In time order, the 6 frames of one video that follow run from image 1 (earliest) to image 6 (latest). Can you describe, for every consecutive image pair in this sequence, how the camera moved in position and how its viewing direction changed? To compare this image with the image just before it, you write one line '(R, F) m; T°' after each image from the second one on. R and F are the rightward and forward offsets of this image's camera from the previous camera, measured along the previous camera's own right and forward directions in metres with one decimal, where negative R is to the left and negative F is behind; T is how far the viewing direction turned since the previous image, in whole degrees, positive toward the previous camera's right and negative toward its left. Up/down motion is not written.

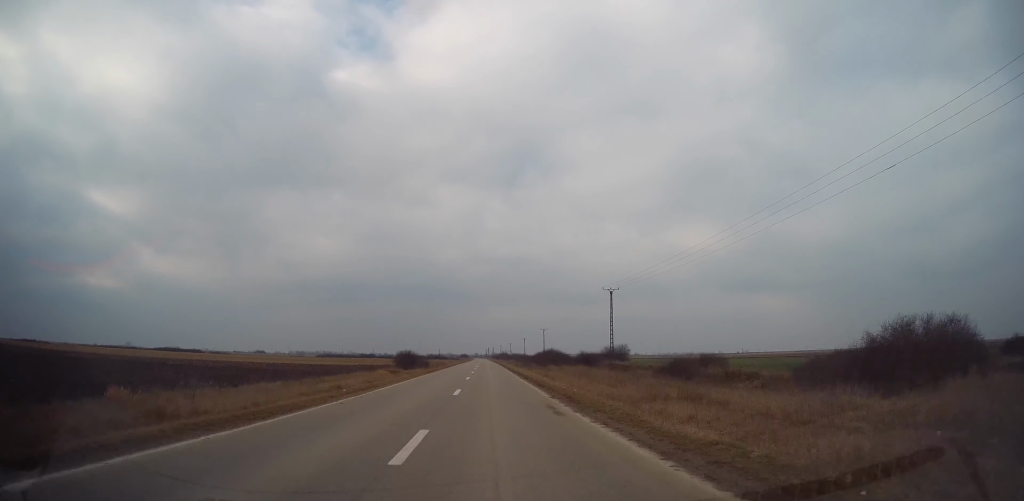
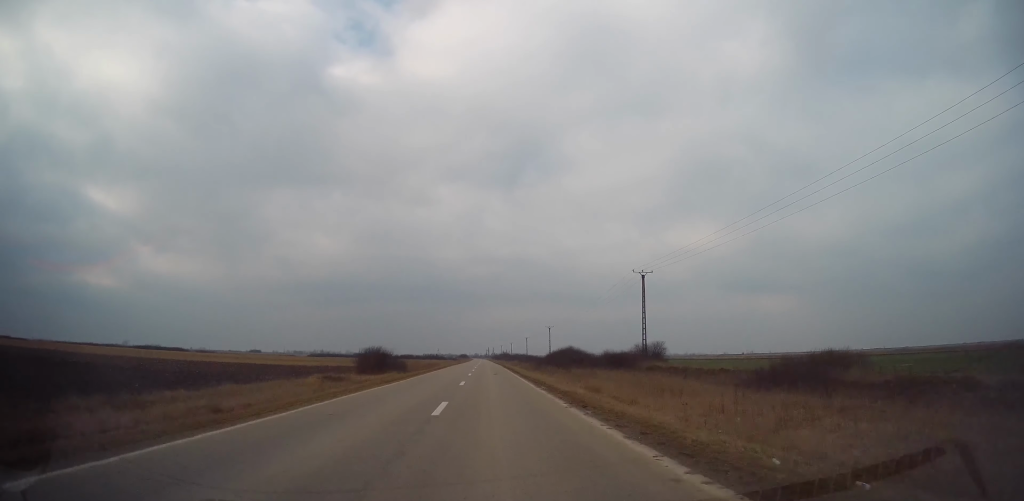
(0.0, +18.7) m; 0°
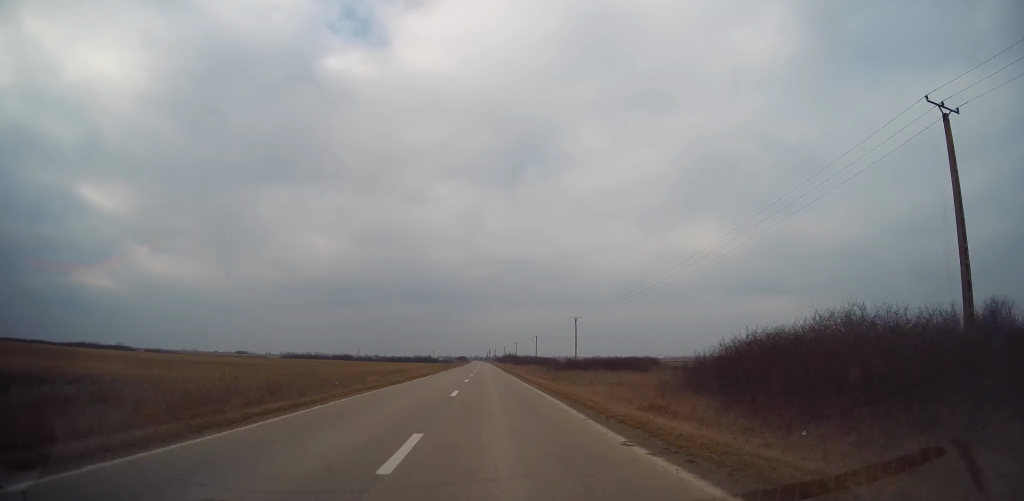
(0.0, +52.2) m; 0°
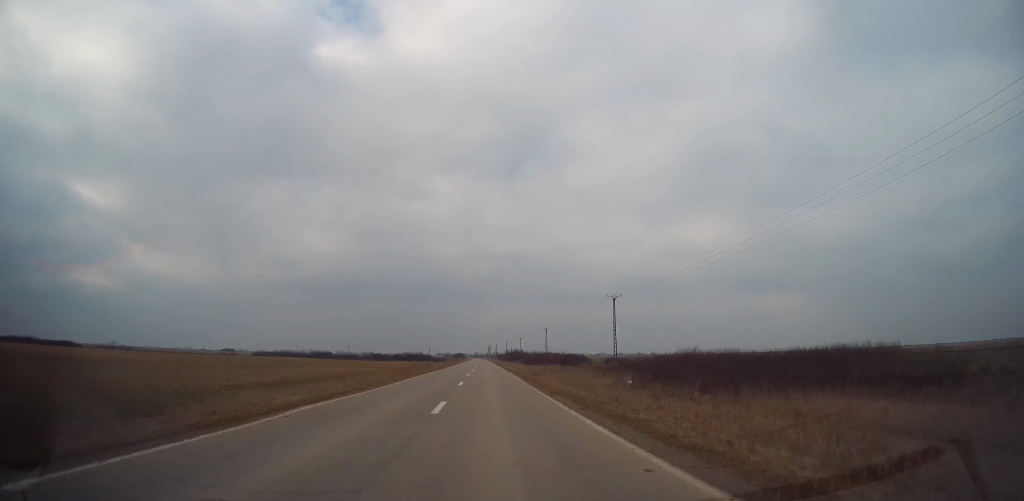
(-0.1, +40.5) m; 0°
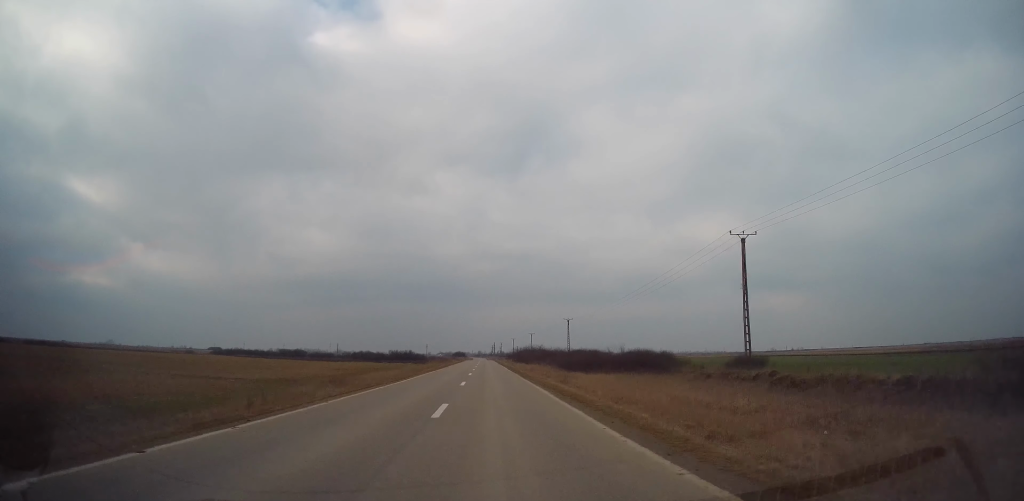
(+0.3, +47.9) m; 0°
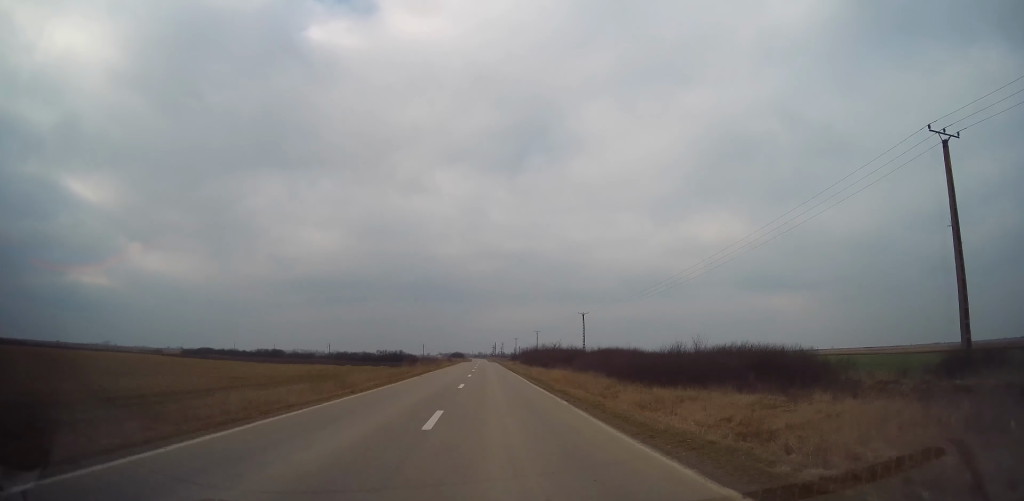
(-0.2, +25.2) m; 0°
